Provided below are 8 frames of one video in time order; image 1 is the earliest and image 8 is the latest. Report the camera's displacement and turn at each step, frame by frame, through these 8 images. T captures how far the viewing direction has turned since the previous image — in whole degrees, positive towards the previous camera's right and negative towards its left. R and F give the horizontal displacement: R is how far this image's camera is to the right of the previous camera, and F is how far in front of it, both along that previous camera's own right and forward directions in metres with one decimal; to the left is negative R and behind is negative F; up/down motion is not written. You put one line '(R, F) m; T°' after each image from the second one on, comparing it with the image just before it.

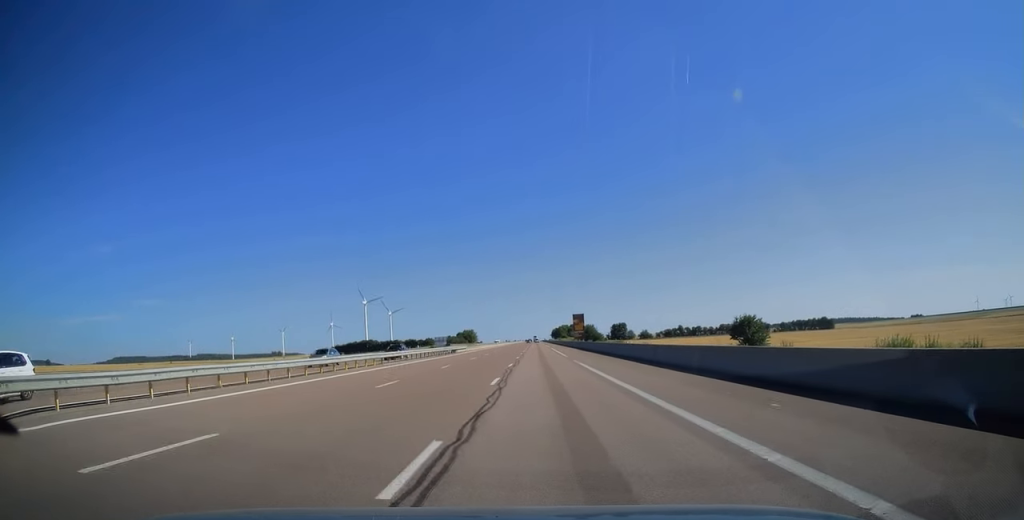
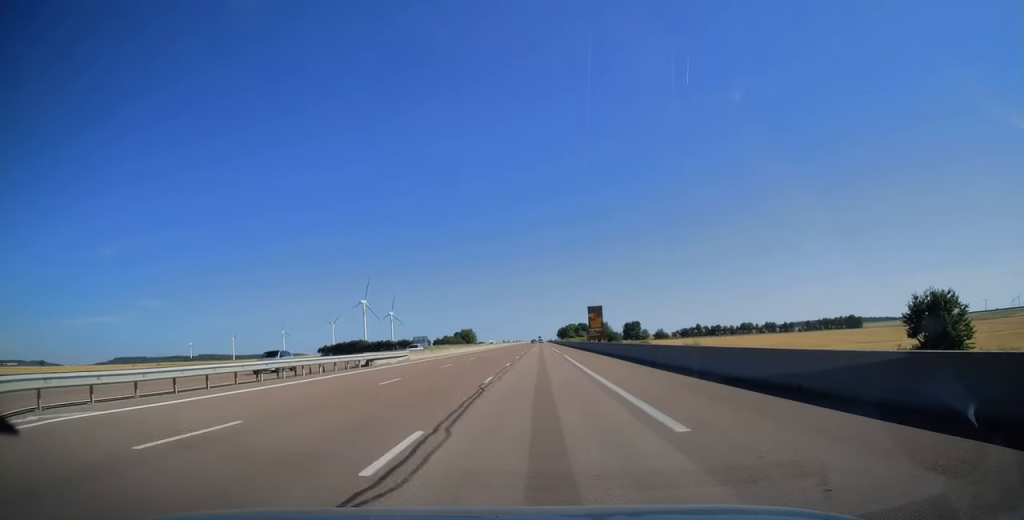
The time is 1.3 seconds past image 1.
(-0.1, +38.4) m; 0°
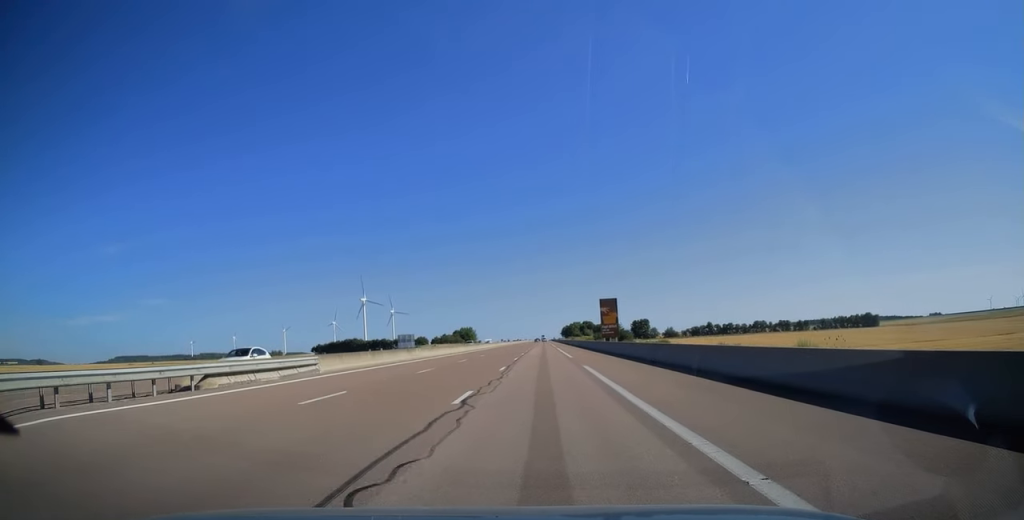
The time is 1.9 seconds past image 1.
(0.0, +19.7) m; 0°
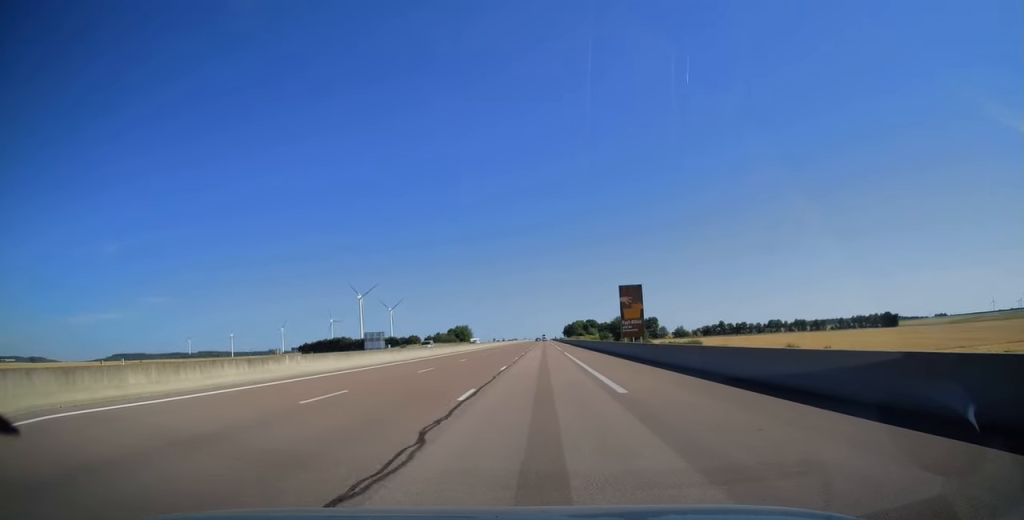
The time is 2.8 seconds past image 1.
(-0.1, +25.8) m; 0°
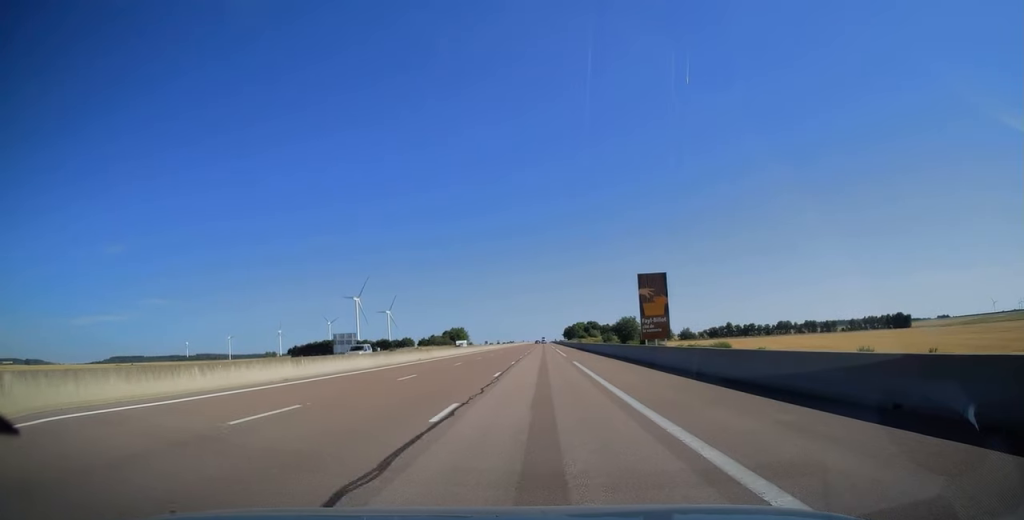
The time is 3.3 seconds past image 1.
(0.0, +16.1) m; 0°
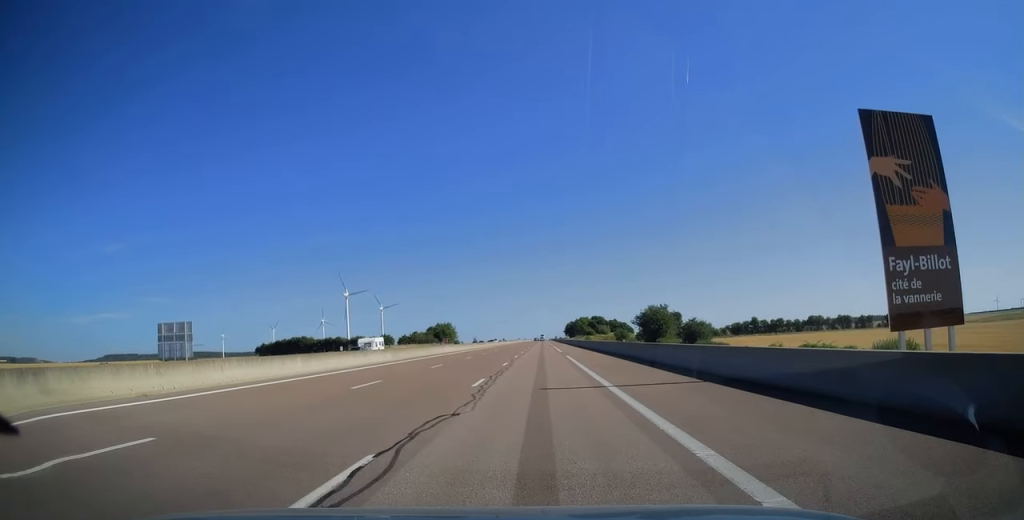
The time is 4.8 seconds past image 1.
(+0.1, +45.3) m; 0°
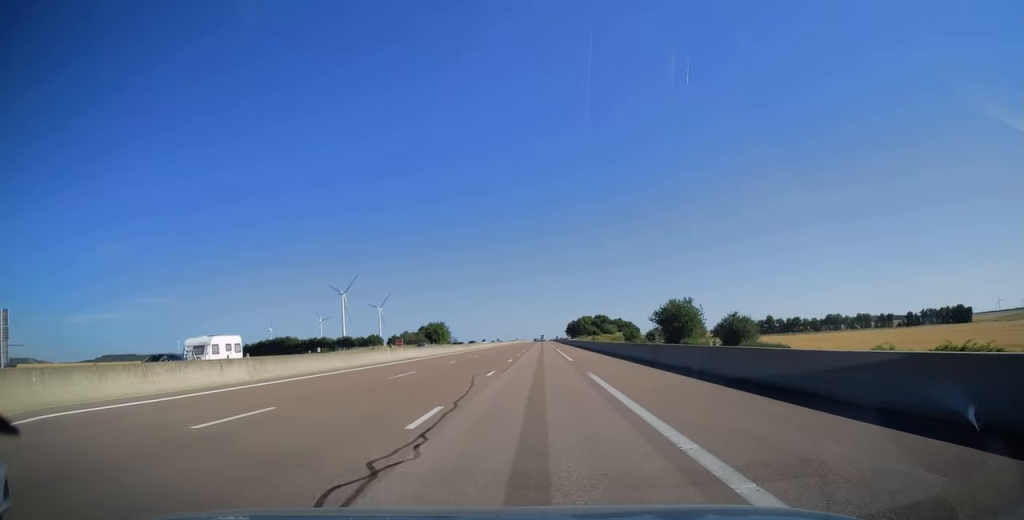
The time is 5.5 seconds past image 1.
(0.0, +21.1) m; 0°
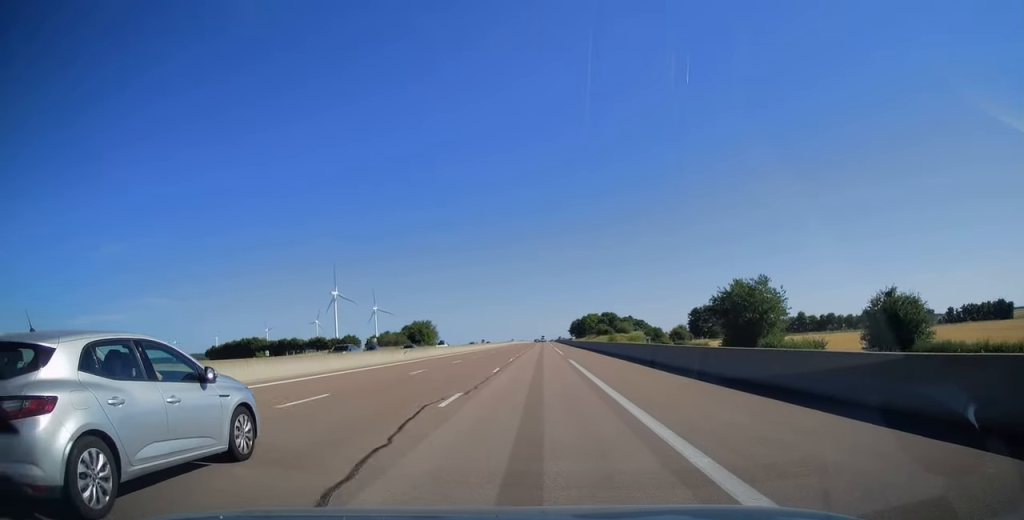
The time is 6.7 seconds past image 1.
(-0.1, +36.3) m; 0°
